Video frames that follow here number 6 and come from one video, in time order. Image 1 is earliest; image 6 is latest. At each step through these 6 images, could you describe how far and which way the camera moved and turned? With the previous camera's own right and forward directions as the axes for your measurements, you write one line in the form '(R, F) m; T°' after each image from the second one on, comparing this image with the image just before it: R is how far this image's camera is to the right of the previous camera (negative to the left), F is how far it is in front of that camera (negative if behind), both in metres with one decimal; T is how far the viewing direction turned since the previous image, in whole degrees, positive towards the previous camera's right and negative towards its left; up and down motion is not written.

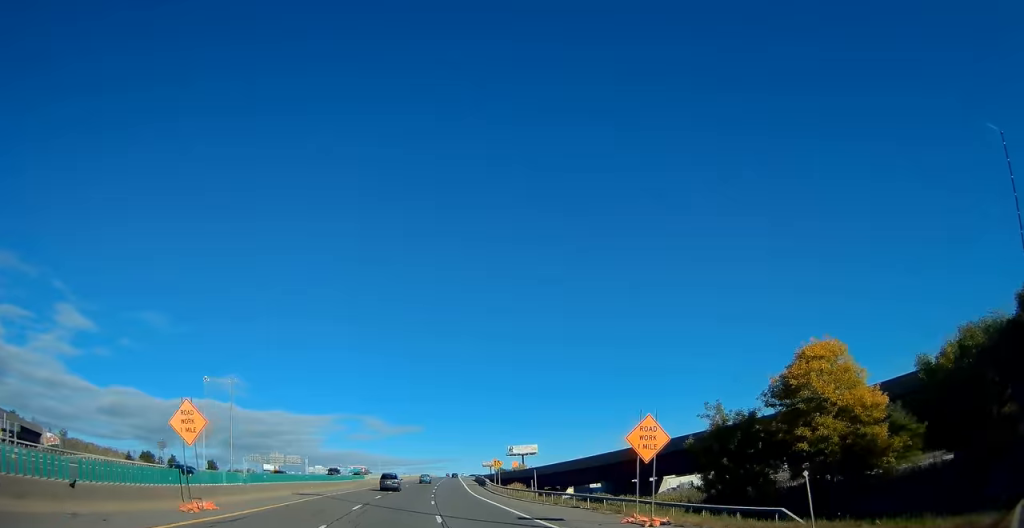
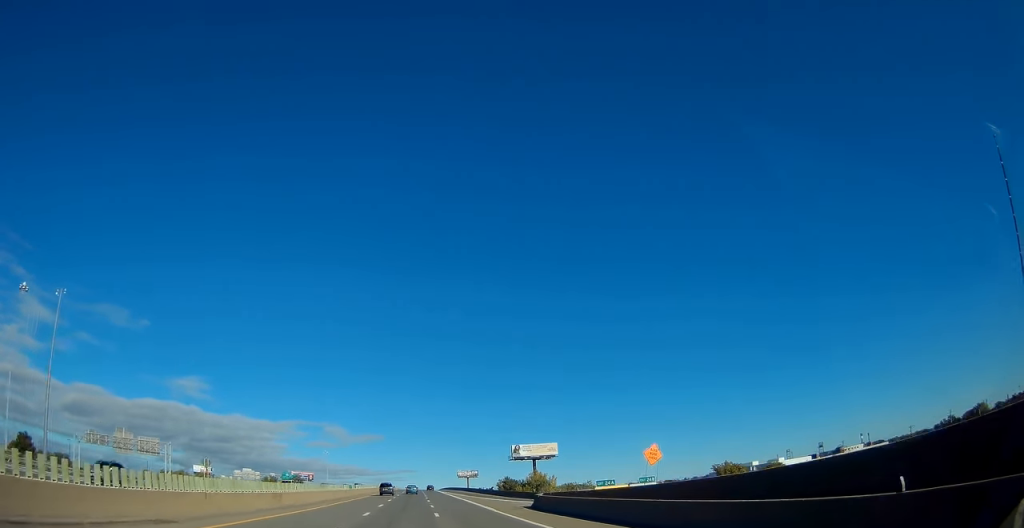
(+4.1, +86.1) m; +5°
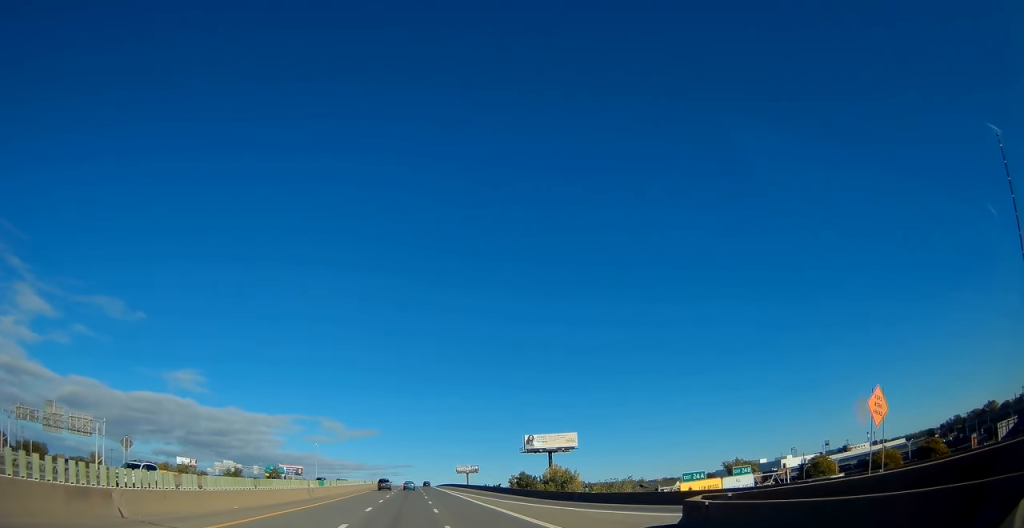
(+0.5, +22.9) m; +1°
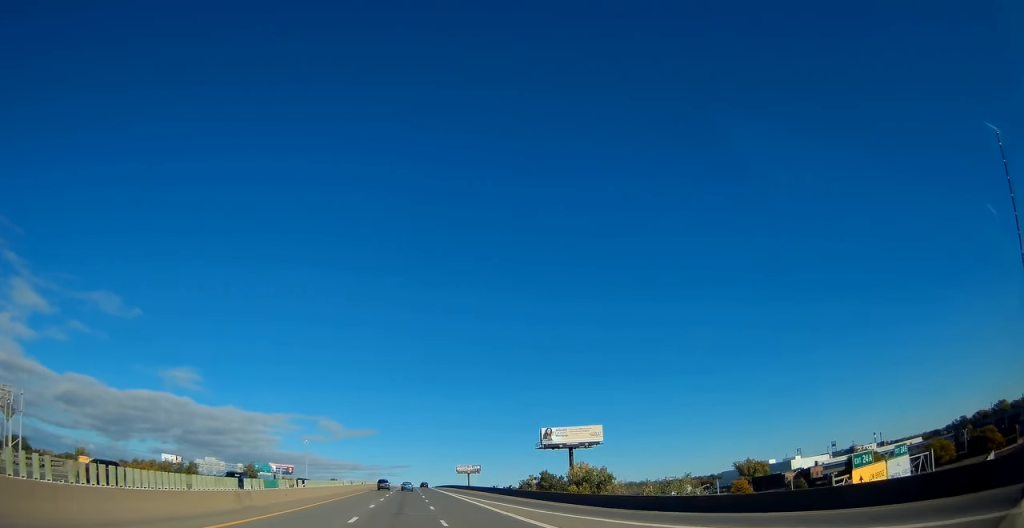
(+0.1, +20.5) m; 0°
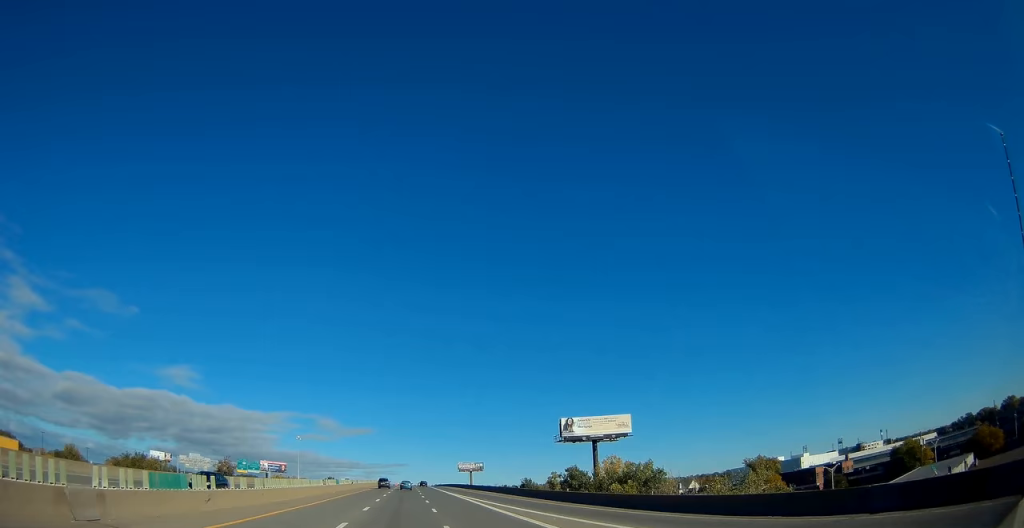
(0.0, +15.9) m; 0°
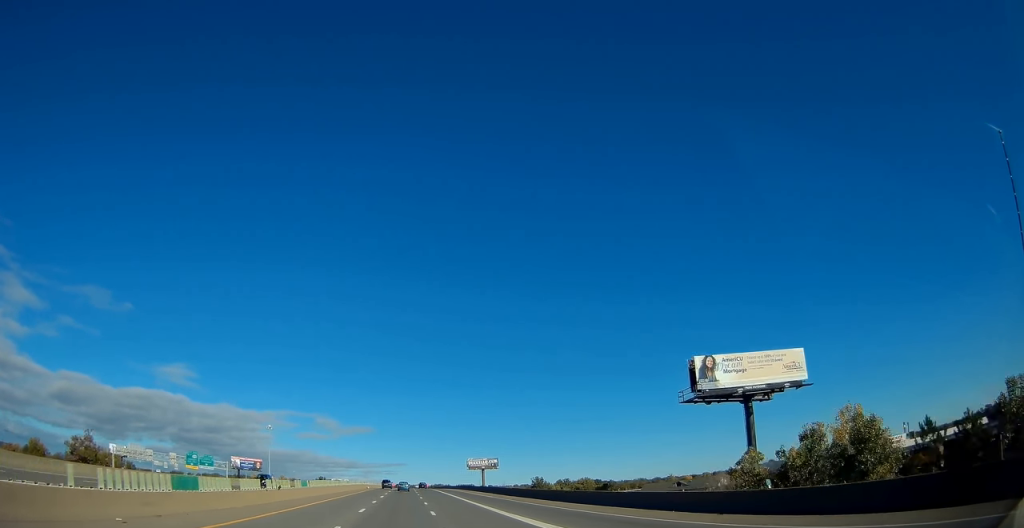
(+0.2, +49.5) m; 0°
